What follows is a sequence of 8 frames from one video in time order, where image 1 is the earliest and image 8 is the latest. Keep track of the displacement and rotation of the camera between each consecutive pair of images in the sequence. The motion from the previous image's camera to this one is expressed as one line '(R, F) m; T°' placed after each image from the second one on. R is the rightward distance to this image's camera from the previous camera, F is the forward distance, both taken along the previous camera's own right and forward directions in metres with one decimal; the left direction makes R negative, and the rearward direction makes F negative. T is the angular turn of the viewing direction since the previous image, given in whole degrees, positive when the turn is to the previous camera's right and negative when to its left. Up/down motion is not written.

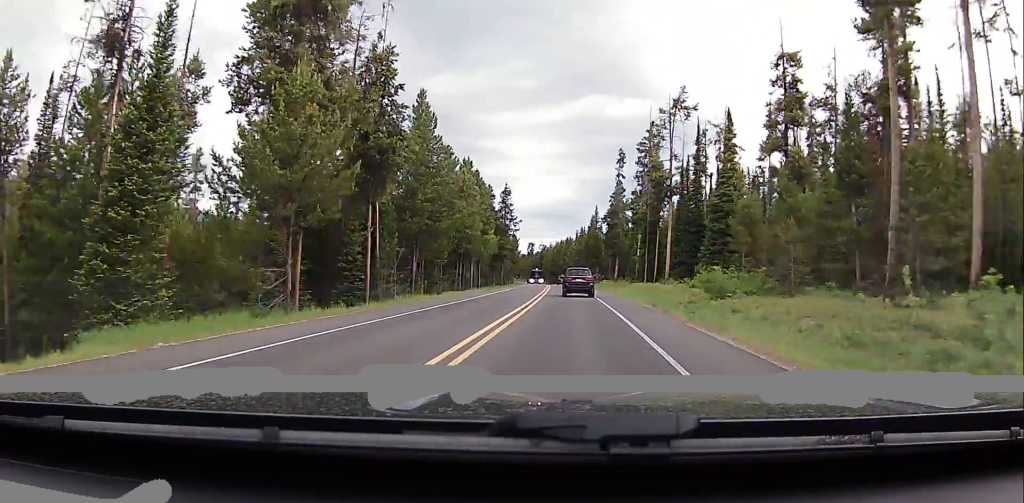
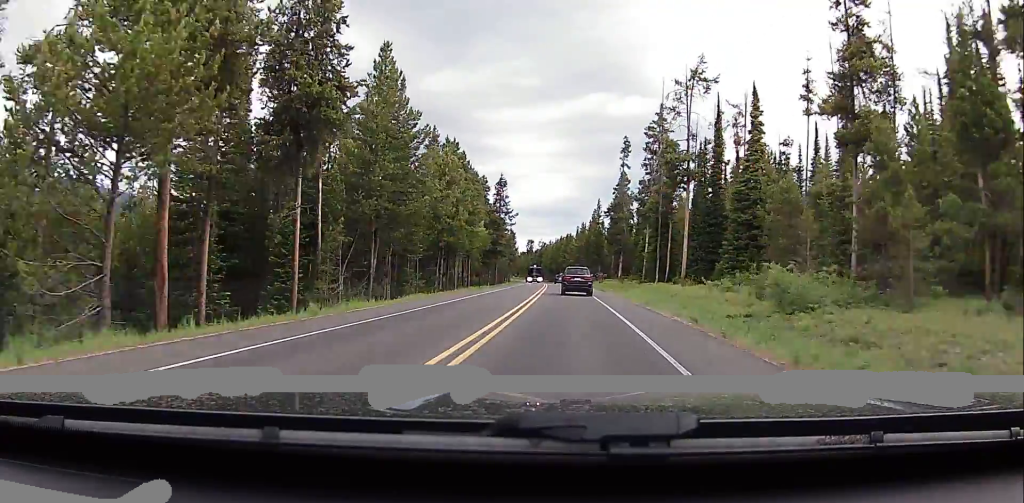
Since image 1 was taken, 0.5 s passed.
(0.0, +9.8) m; 0°
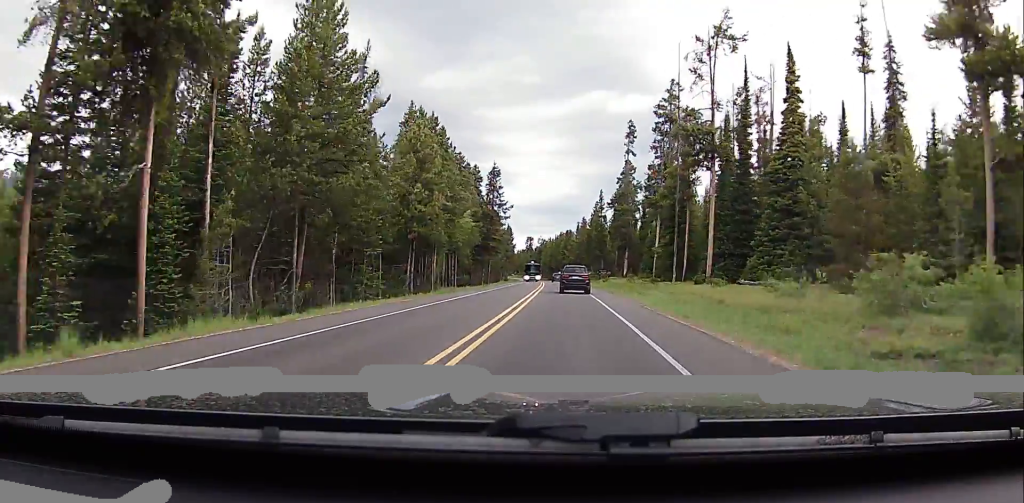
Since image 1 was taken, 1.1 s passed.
(-0.1, +10.4) m; -1°
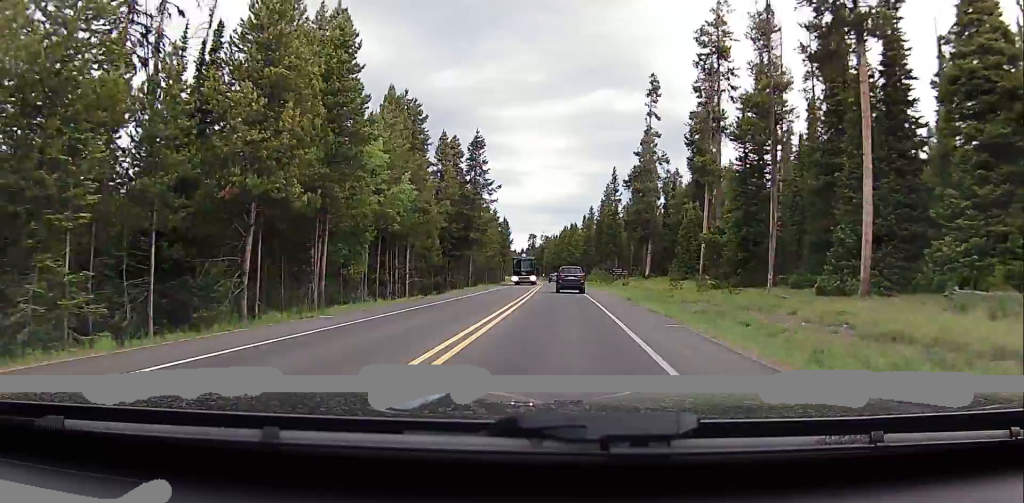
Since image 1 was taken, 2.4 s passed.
(-0.2, +24.7) m; -1°
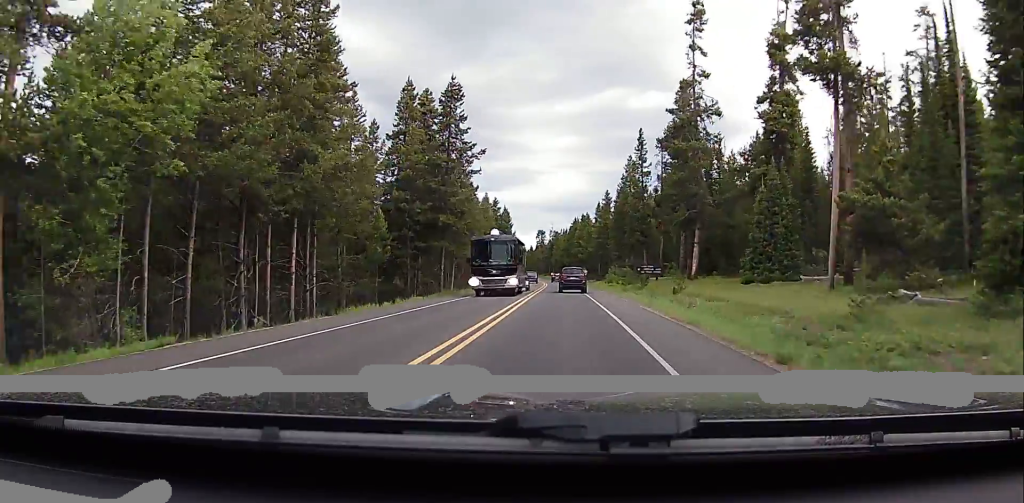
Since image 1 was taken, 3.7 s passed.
(0.0, +24.0) m; 0°
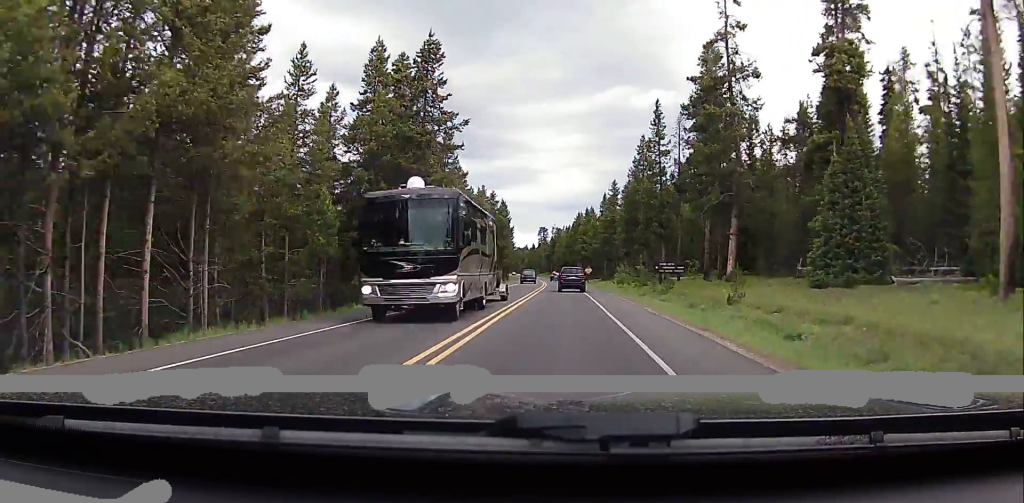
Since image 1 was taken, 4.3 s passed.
(+0.1, +11.4) m; -1°
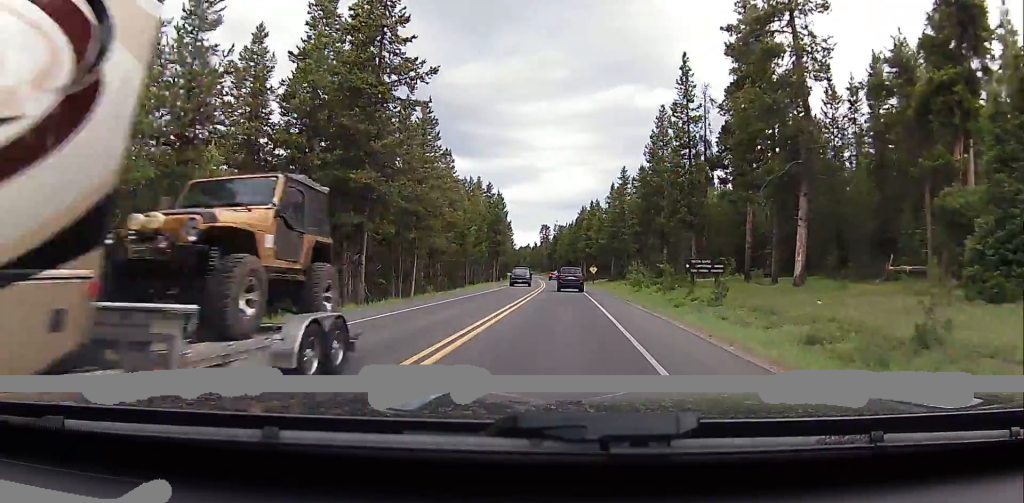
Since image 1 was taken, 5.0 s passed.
(-0.2, +12.8) m; +1°
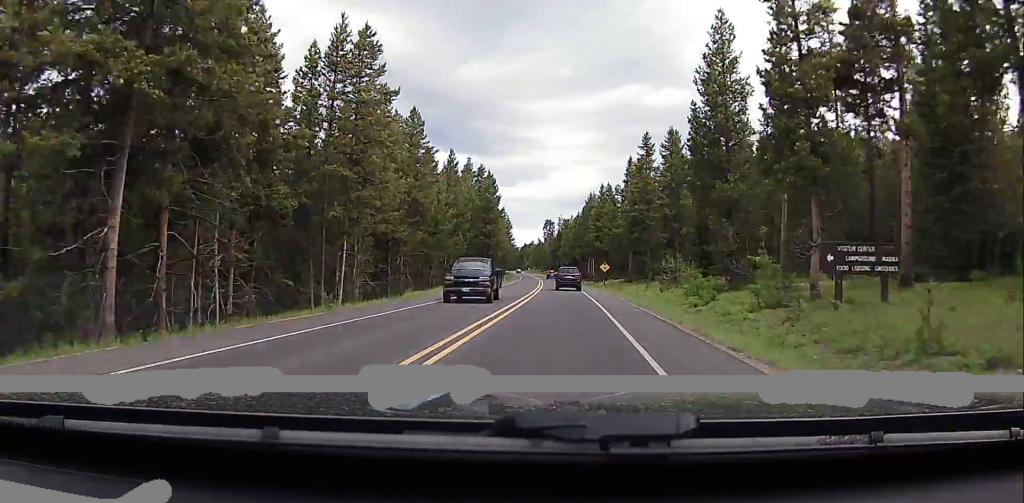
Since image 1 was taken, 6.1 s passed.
(+0.4, +21.3) m; 0°
